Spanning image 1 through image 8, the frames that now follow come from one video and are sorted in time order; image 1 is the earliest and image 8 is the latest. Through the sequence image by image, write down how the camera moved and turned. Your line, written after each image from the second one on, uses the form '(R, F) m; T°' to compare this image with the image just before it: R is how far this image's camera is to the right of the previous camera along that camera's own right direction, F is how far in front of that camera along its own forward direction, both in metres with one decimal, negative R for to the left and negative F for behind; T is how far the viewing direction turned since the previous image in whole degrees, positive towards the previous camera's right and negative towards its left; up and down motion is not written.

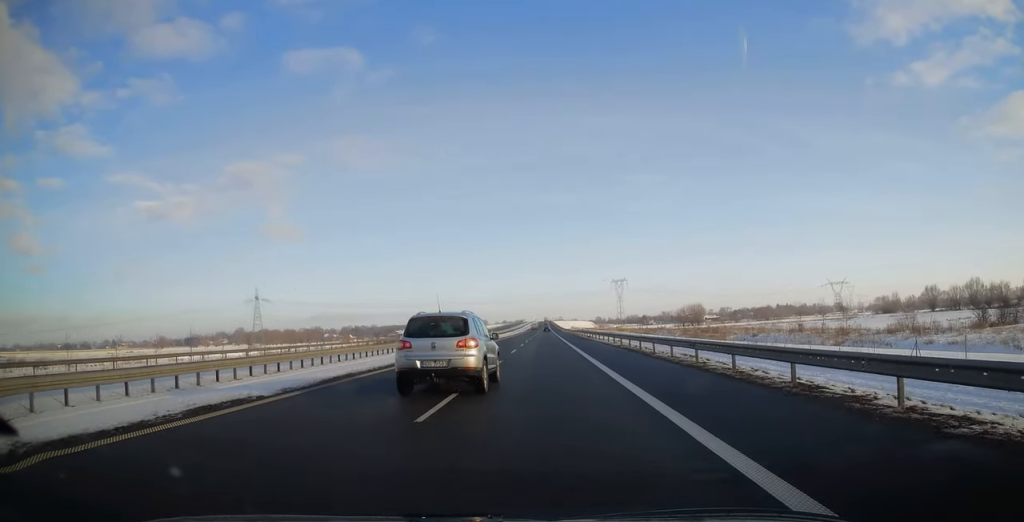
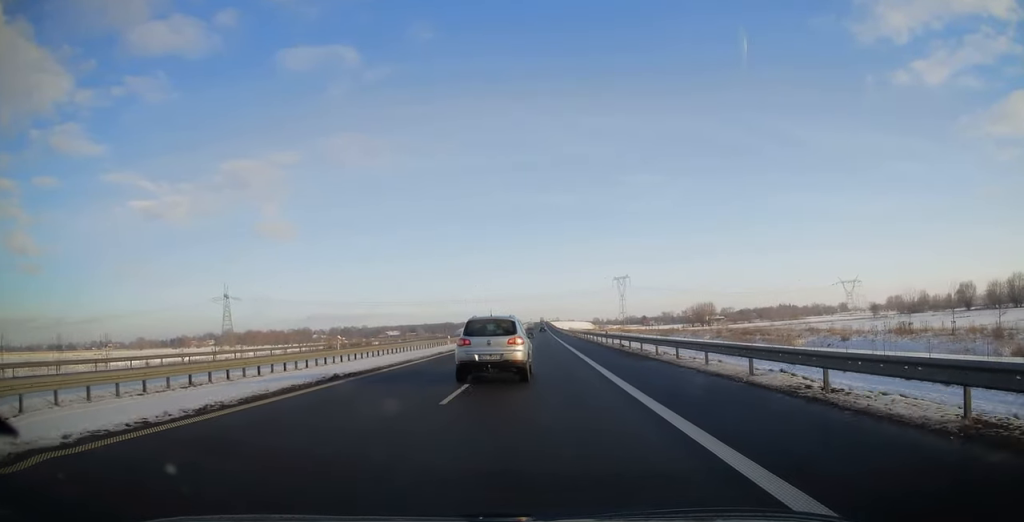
(0.0, +33.5) m; 0°
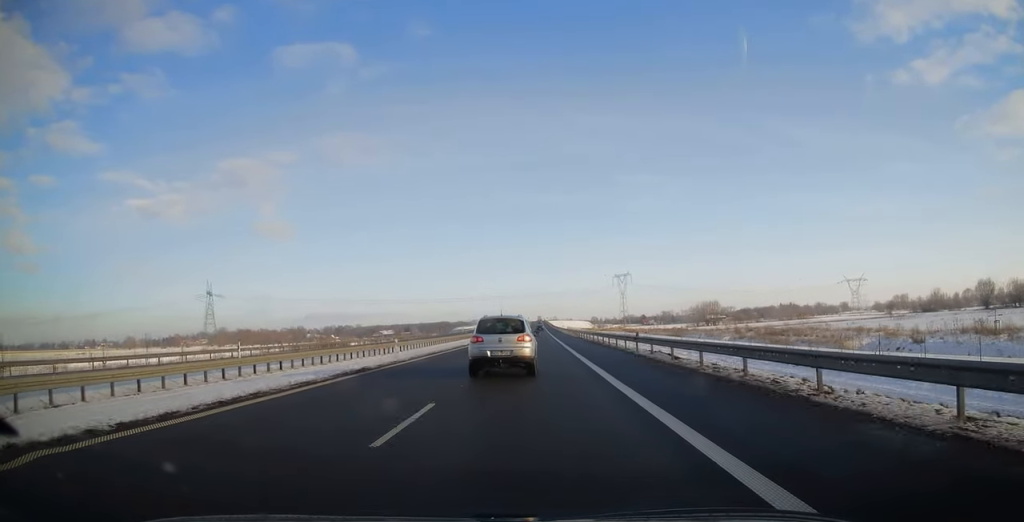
(0.0, +16.0) m; 0°
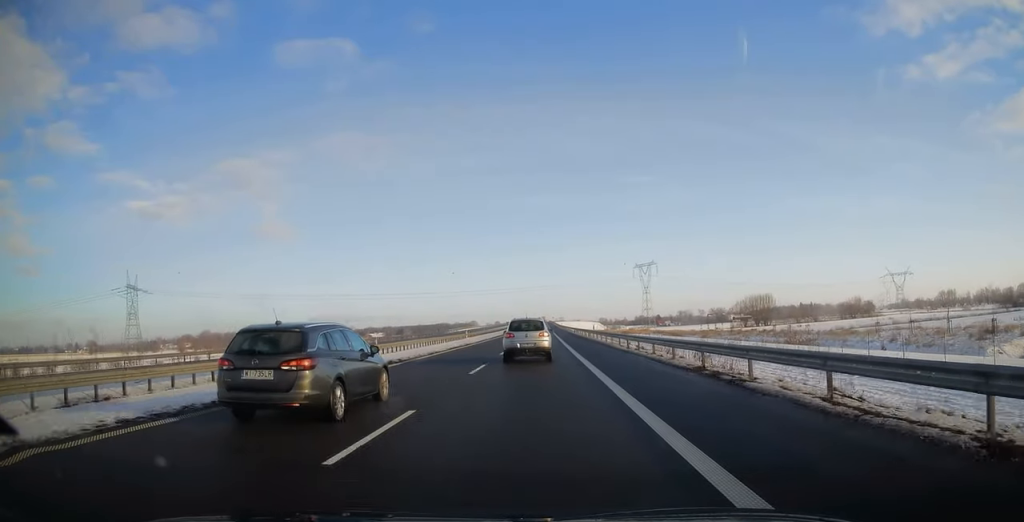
(0.0, +72.4) m; 0°
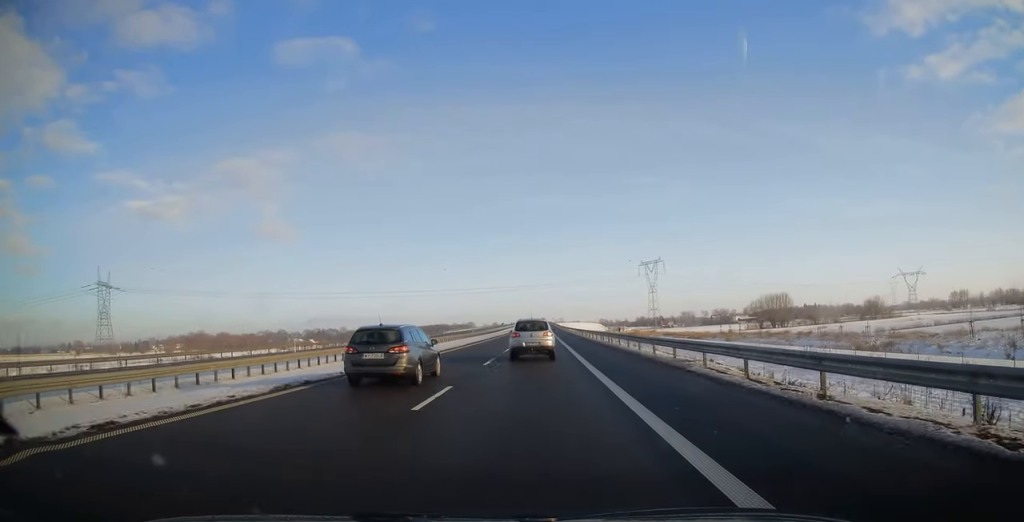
(0.0, +19.7) m; 0°
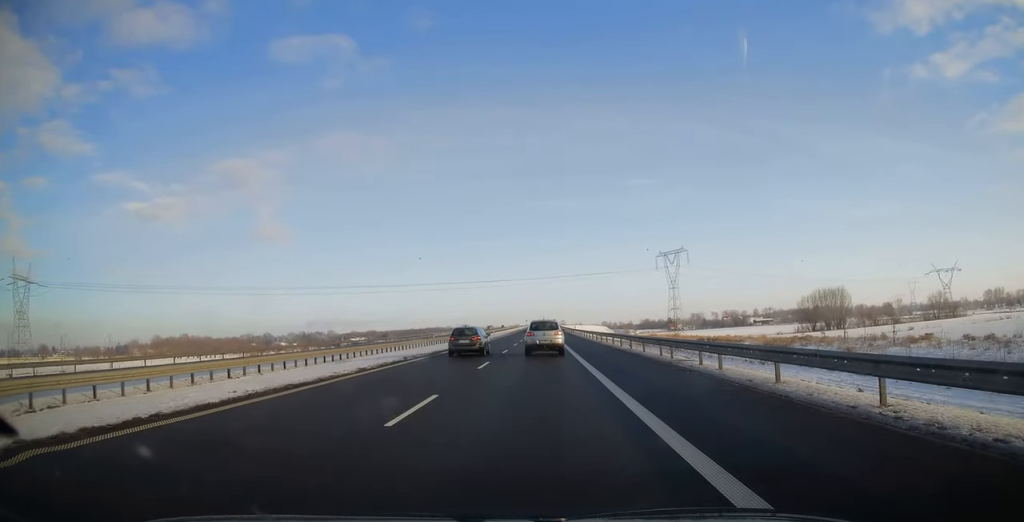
(+0.4, +49.6) m; 0°
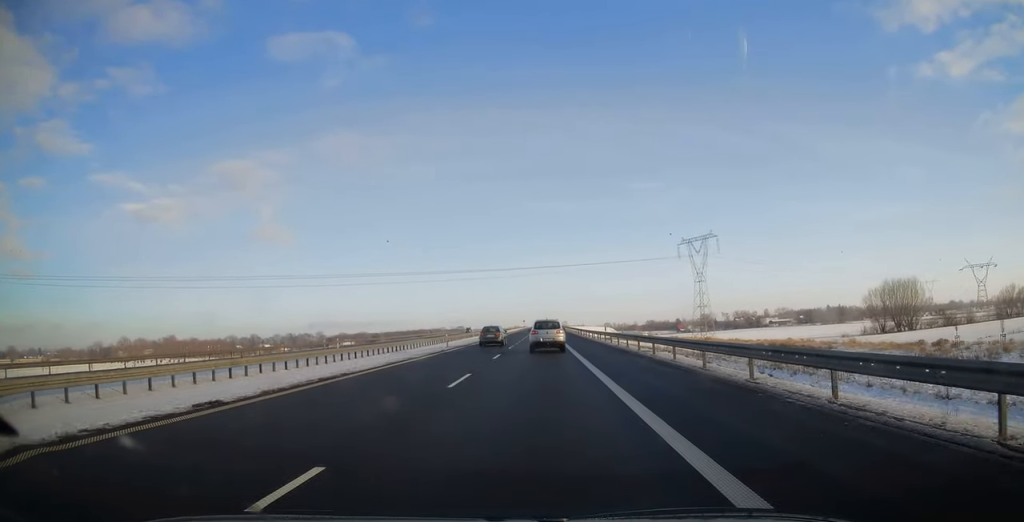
(-0.4, +42.4) m; -1°
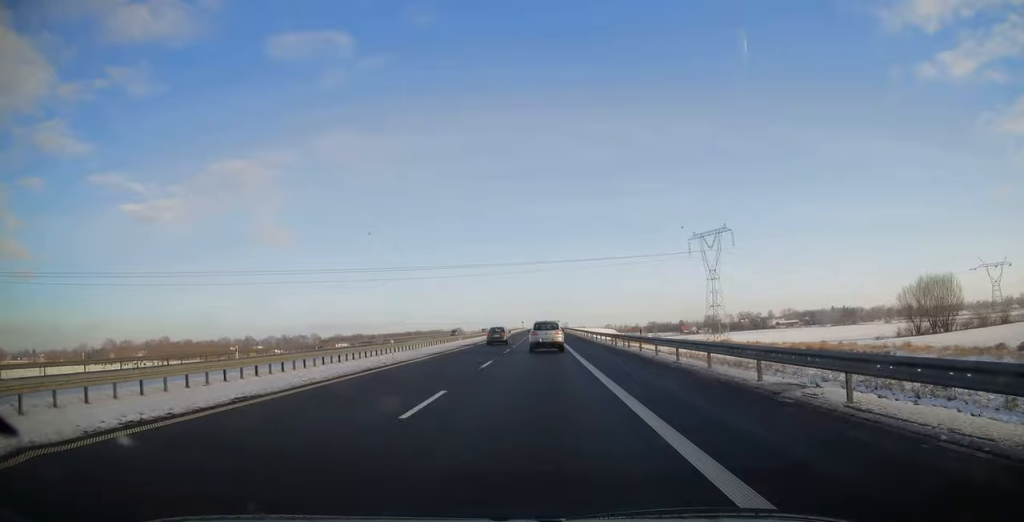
(0.0, +16.4) m; 0°
